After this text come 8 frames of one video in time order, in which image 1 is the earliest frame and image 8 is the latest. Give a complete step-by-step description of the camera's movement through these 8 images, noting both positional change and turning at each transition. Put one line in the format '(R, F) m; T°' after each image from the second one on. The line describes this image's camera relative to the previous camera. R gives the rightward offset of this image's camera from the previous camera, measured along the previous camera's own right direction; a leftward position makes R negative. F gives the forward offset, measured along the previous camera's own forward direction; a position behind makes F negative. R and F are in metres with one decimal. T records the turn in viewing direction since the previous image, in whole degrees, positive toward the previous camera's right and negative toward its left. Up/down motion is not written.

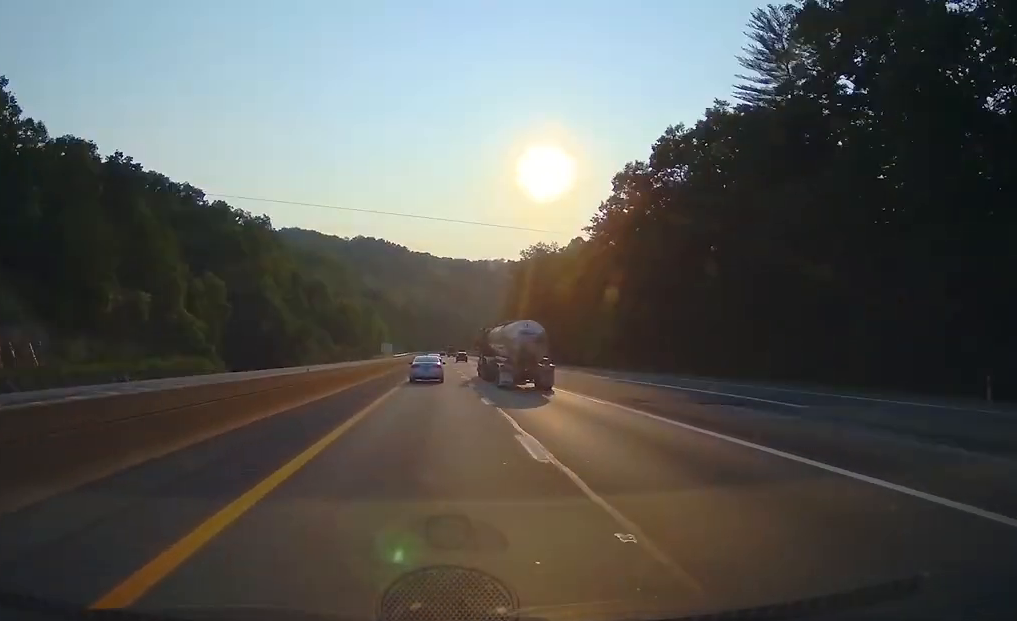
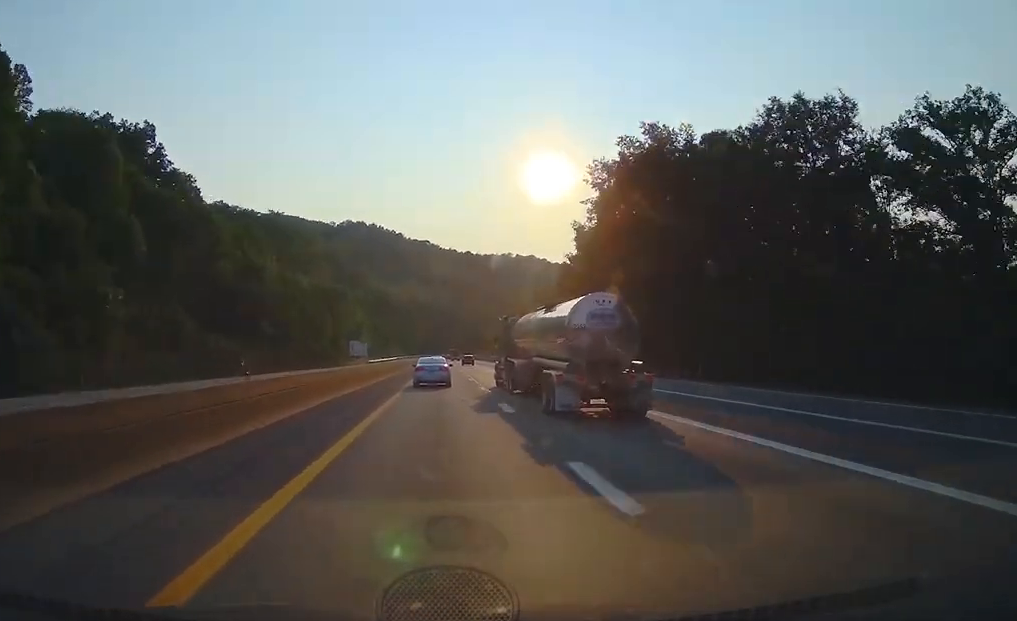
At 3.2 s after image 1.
(+0.1, +98.3) m; 0°
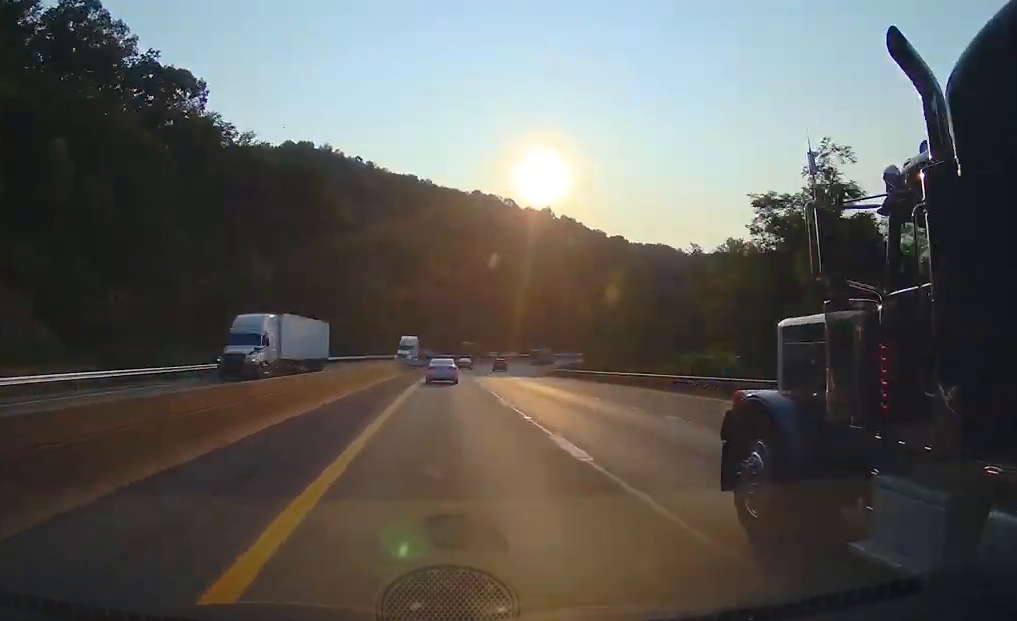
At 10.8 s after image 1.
(+3.9, +225.6) m; +6°
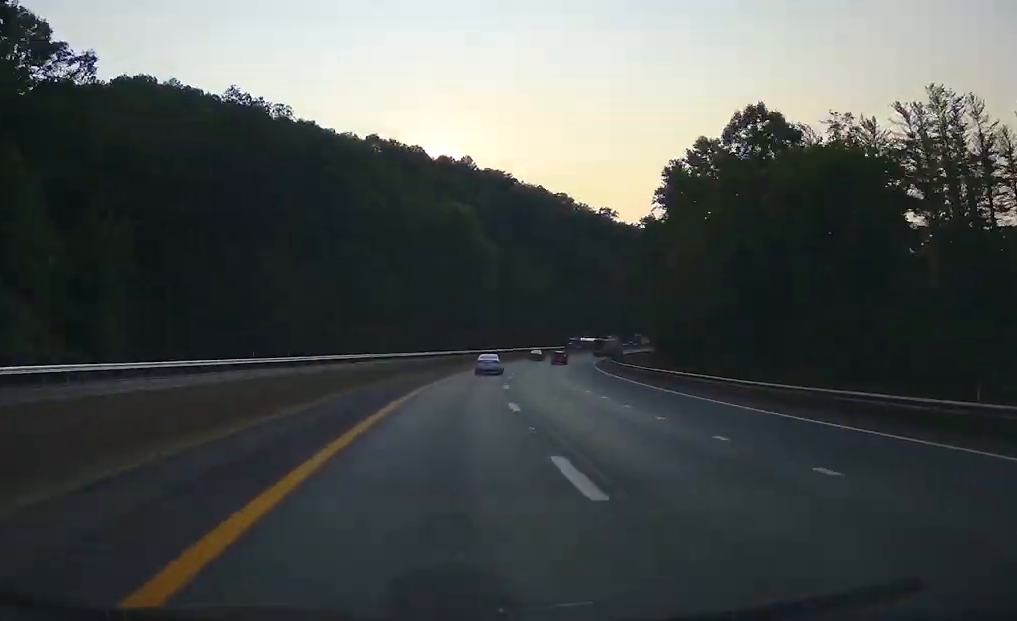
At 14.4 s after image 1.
(+4.3, +103.4) m; +11°
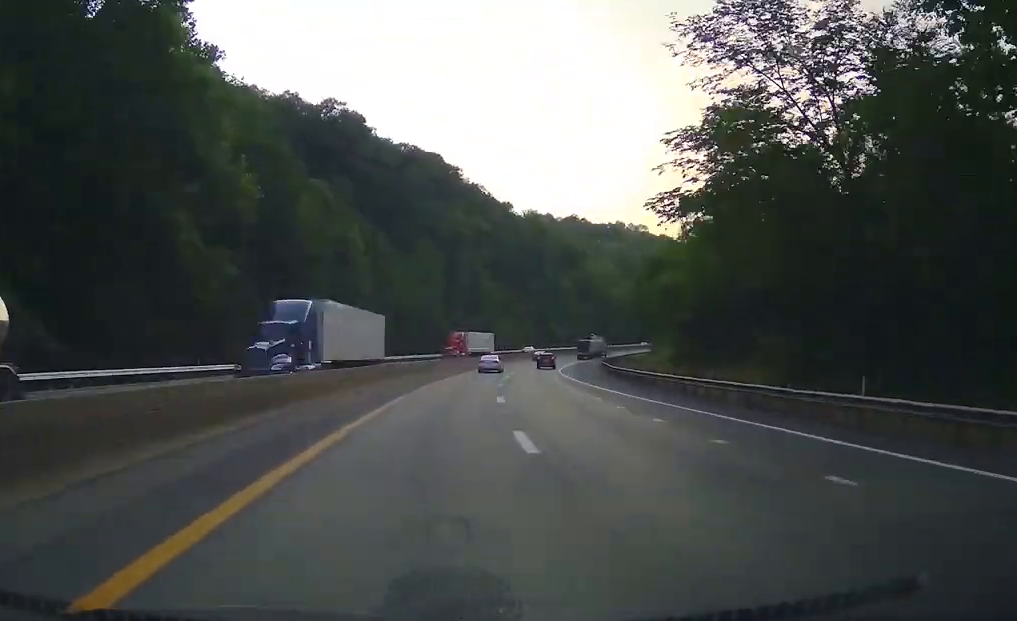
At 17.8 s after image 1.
(+13.0, +94.6) m; +16°
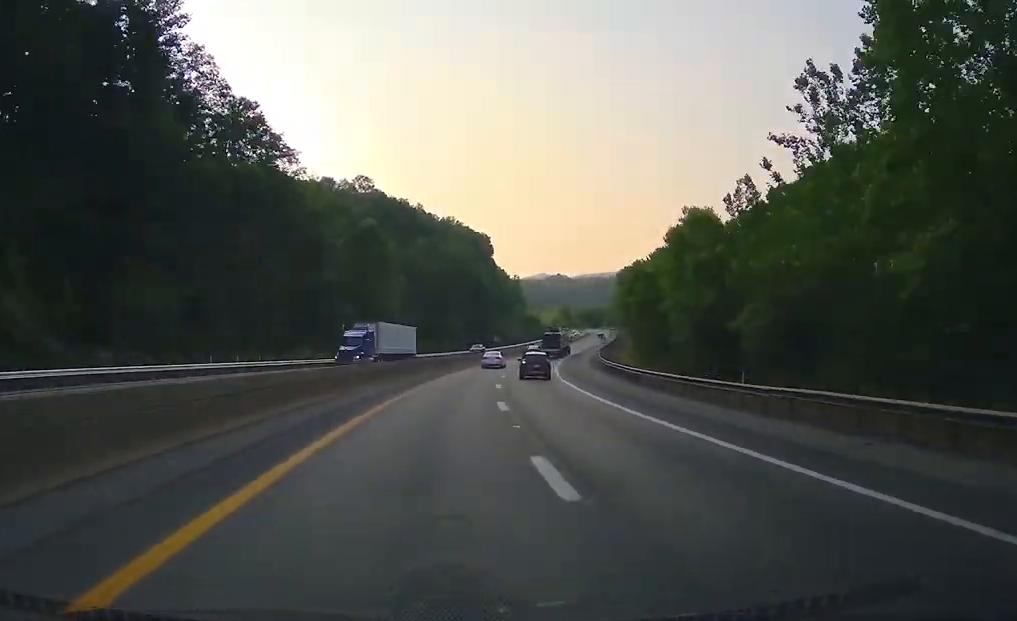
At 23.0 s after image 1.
(+33.4, +144.0) m; +23°
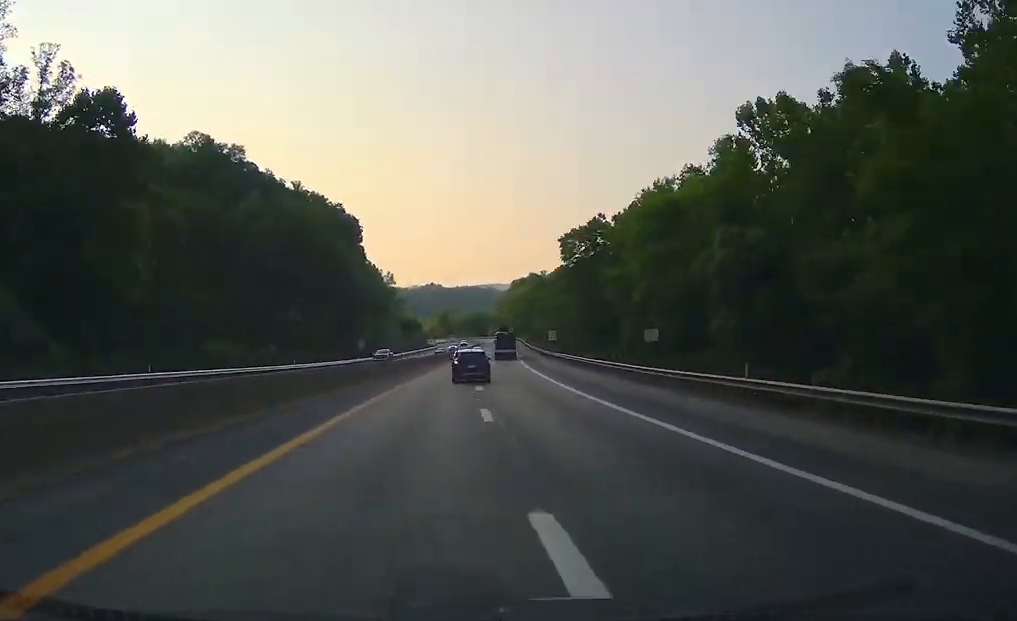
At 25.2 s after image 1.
(+7.1, +64.6) m; +6°
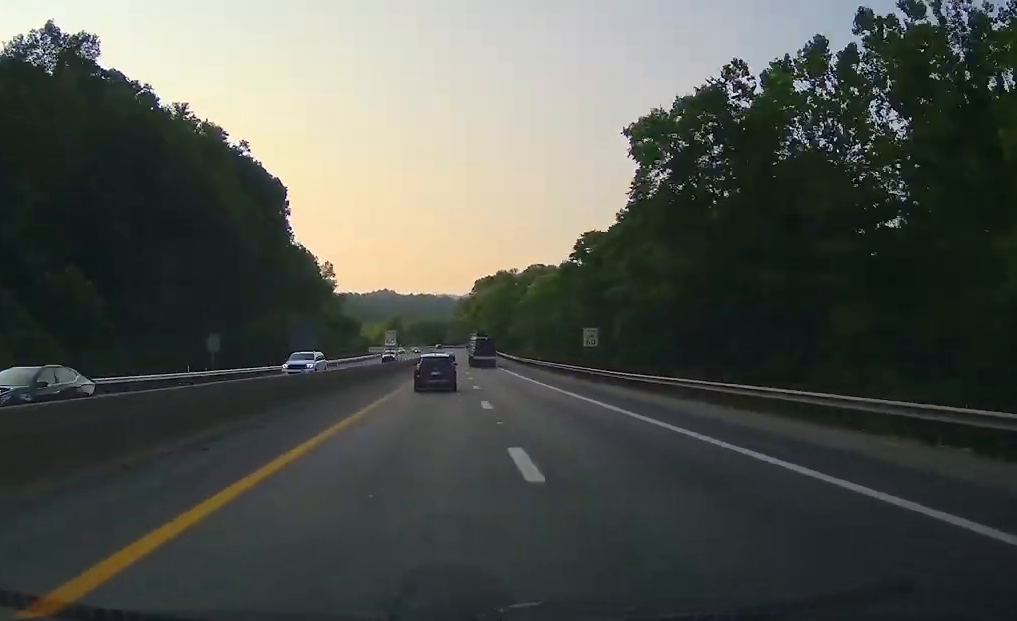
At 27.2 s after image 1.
(+2.6, +57.3) m; +3°
